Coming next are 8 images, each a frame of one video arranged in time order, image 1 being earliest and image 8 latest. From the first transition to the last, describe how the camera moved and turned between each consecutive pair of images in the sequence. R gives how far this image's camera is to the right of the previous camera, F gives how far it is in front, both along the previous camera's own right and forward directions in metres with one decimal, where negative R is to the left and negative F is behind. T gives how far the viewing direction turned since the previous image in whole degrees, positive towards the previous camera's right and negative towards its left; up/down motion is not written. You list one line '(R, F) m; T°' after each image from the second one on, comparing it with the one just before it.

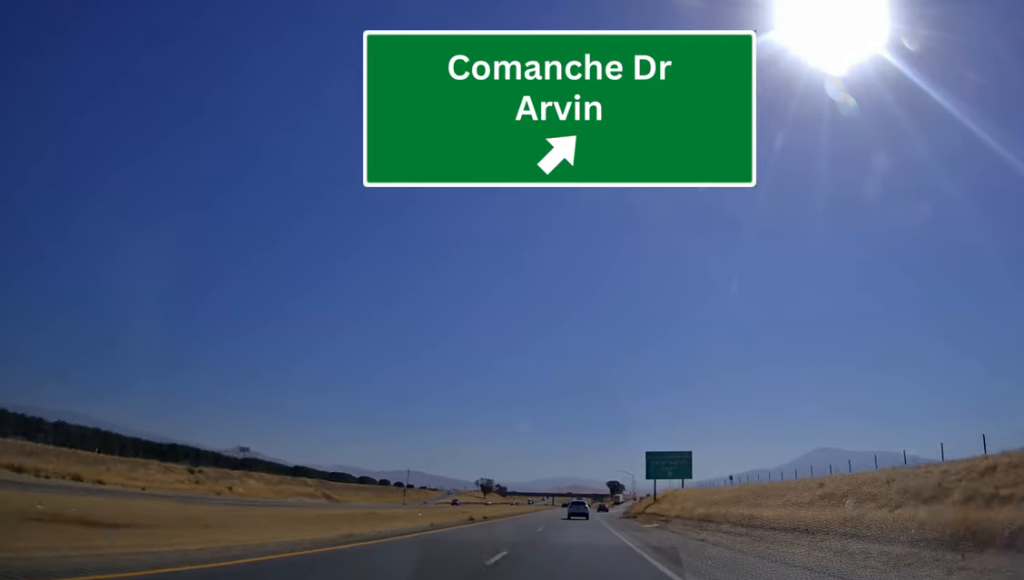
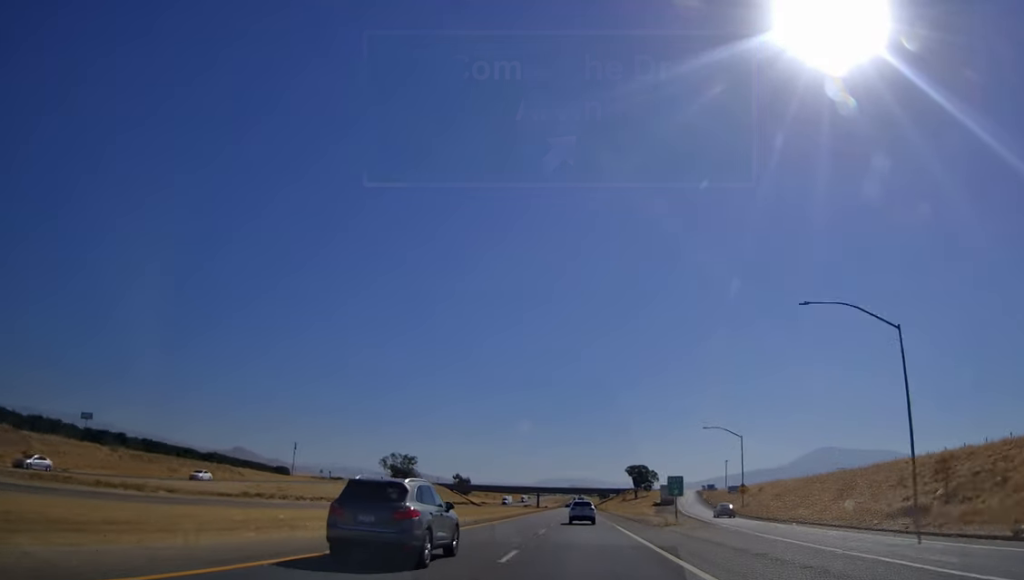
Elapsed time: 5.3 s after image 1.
(+0.4, +173.7) m; 0°
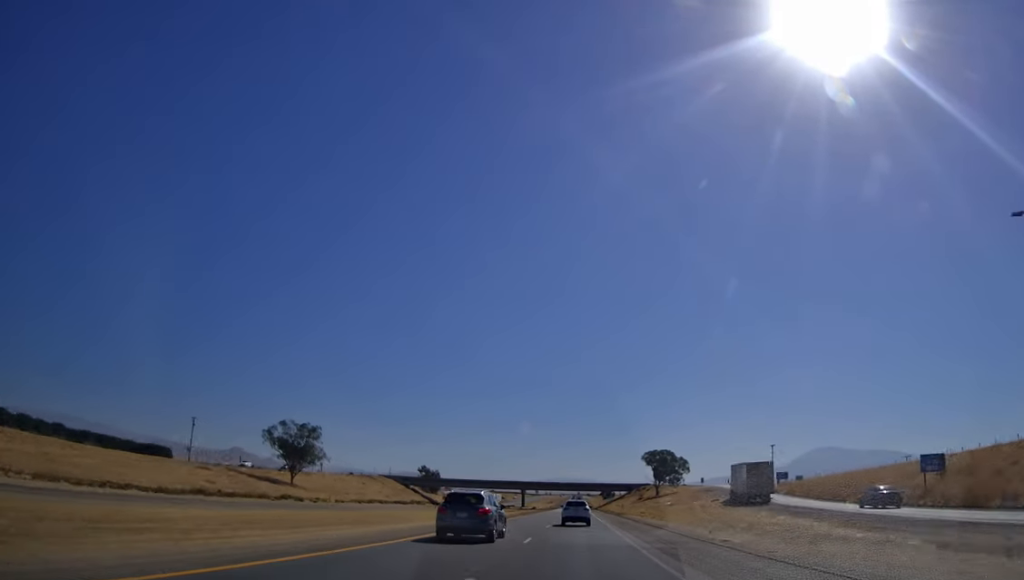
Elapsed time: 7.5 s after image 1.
(-0.4, +65.7) m; 0°
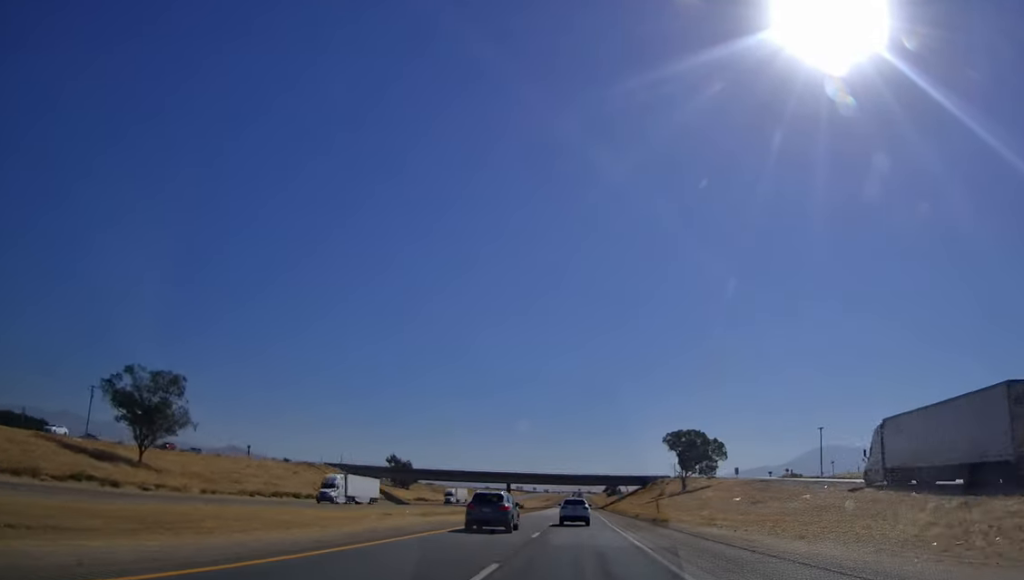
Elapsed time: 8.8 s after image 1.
(+0.4, +40.5) m; 0°
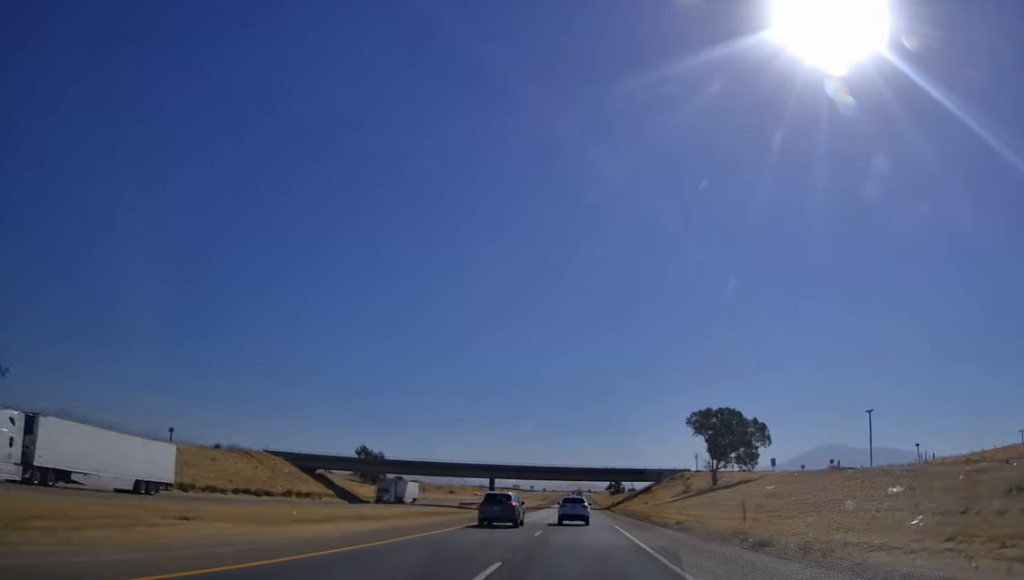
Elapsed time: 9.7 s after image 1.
(-0.1, +28.1) m; 0°
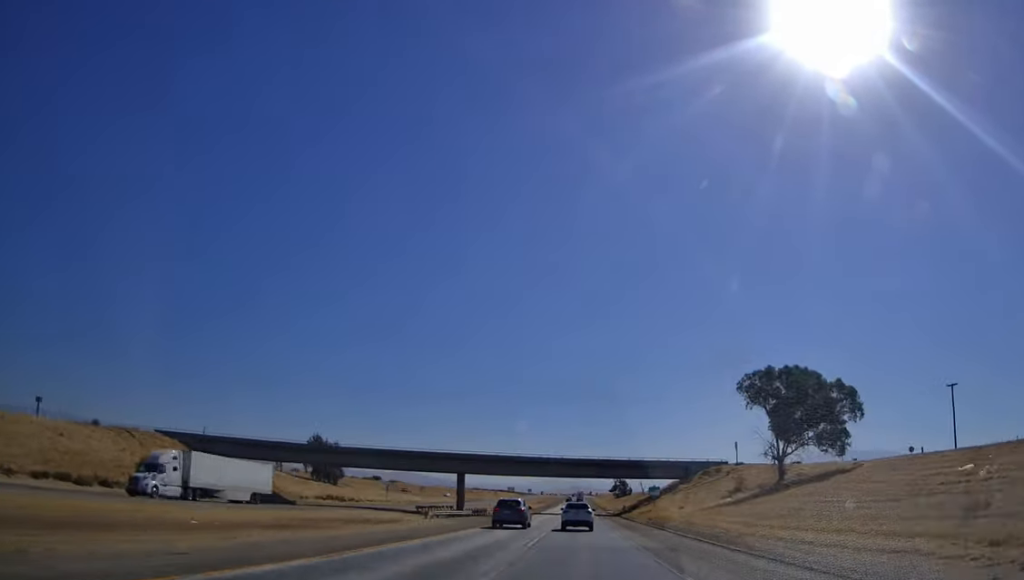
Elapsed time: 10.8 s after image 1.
(-0.2, +32.0) m; 0°
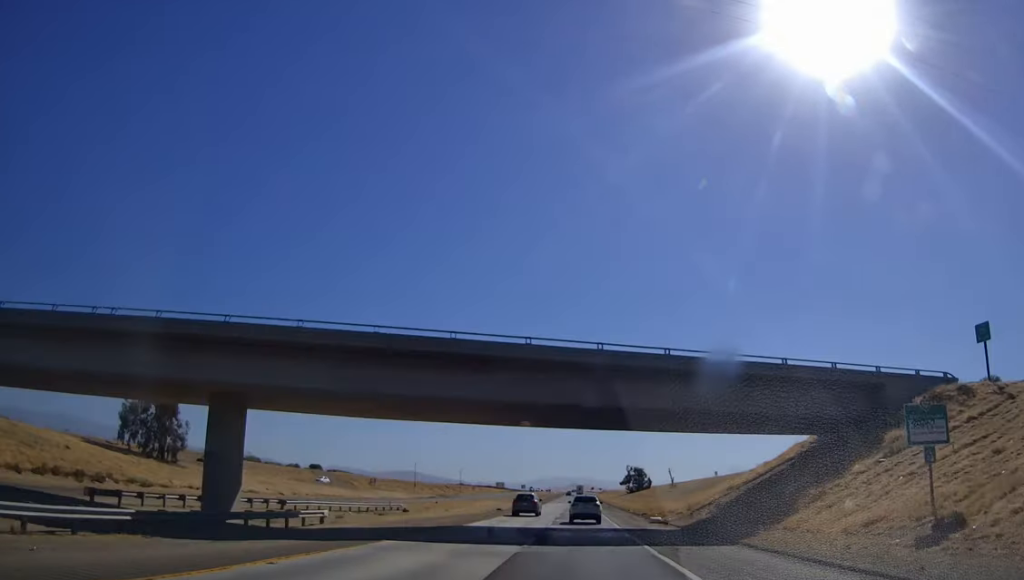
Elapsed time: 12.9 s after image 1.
(0.0, +61.1) m; 0°
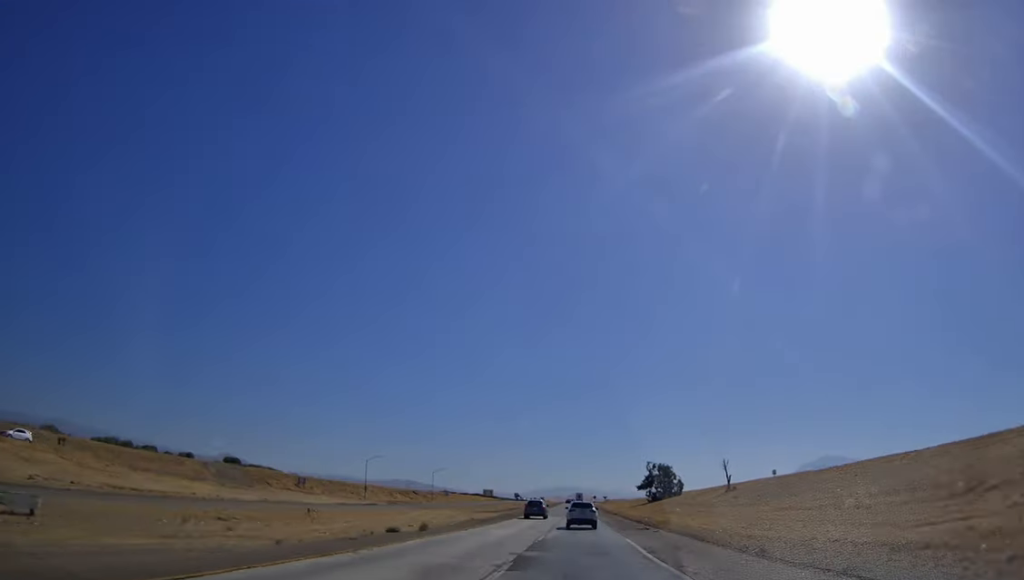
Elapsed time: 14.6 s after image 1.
(0.0, +50.2) m; 0°
